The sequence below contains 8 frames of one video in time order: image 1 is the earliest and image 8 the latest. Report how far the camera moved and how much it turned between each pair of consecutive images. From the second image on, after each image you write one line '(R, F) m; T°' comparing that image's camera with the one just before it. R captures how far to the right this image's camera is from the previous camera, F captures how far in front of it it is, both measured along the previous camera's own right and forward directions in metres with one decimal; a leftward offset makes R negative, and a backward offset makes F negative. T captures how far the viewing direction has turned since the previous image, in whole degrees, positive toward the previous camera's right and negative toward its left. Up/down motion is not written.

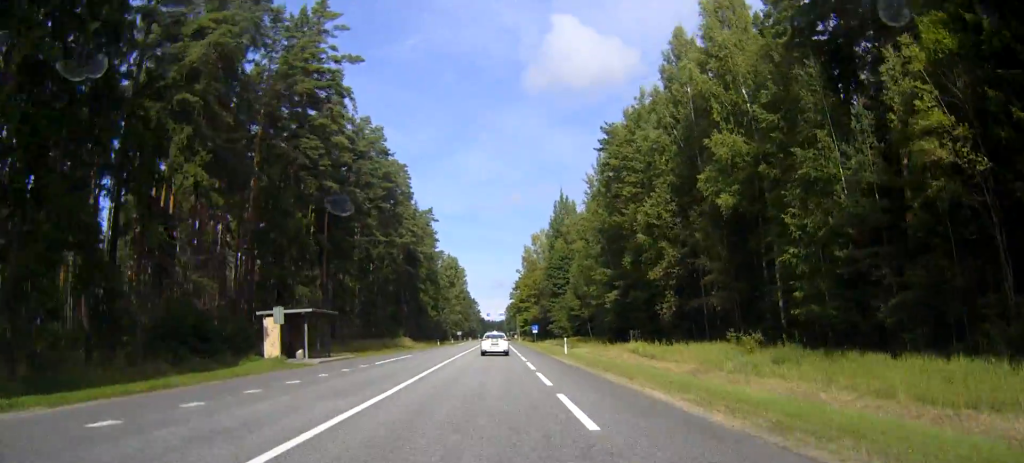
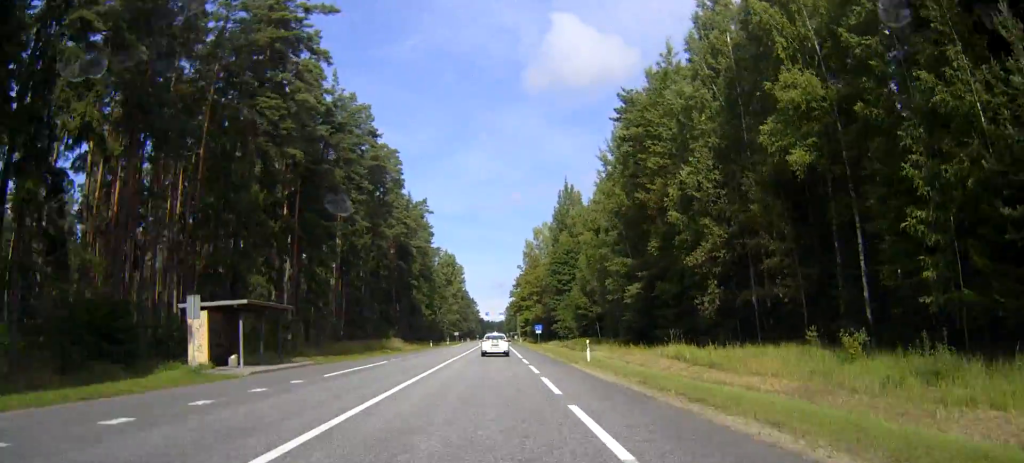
(-1.0, +9.8) m; -2°
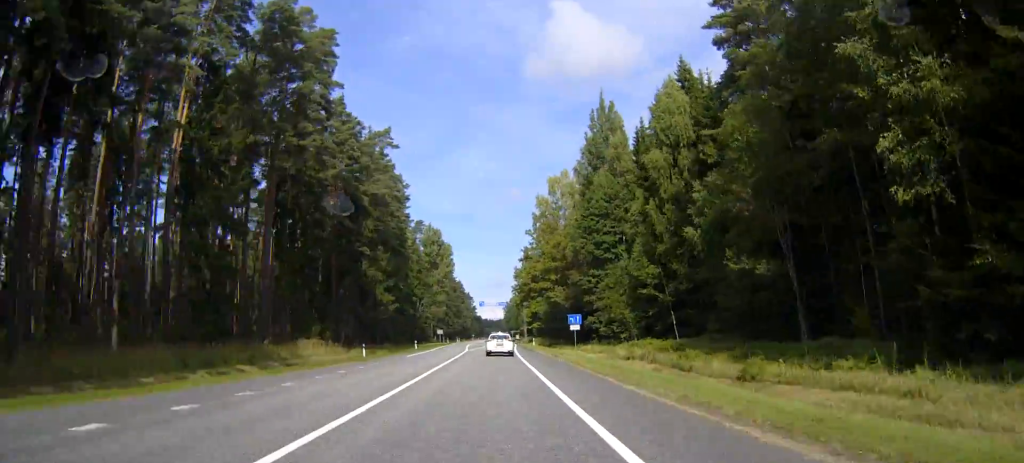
(-1.1, +41.2) m; -2°
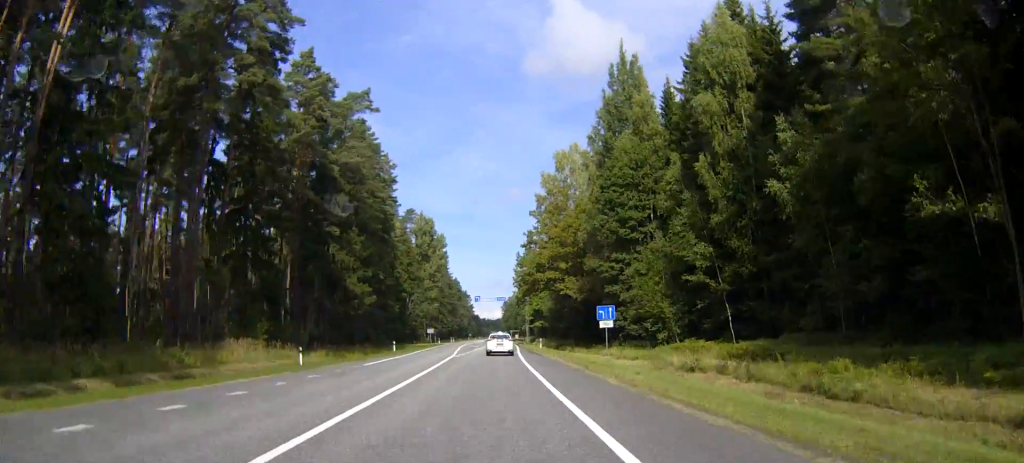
(-0.1, +12.6) m; 0°
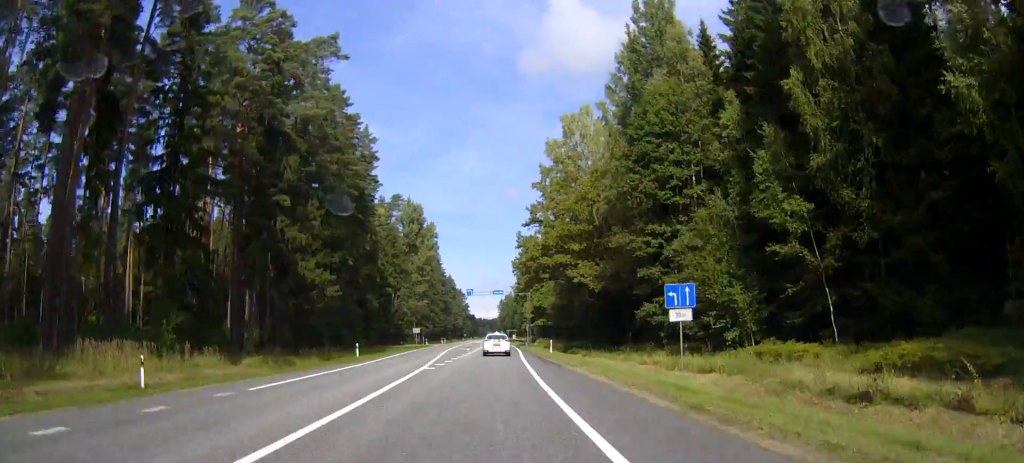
(-0.1, +12.6) m; 0°
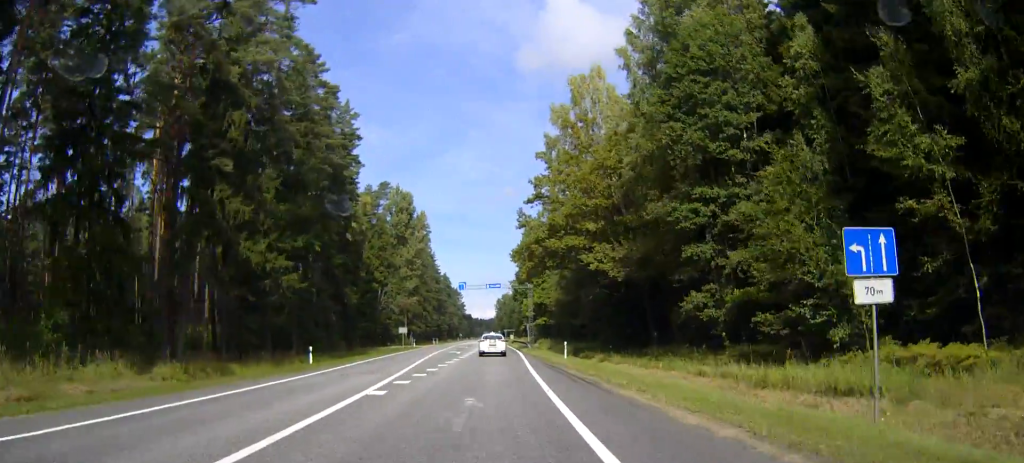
(+0.1, +10.1) m; 0°
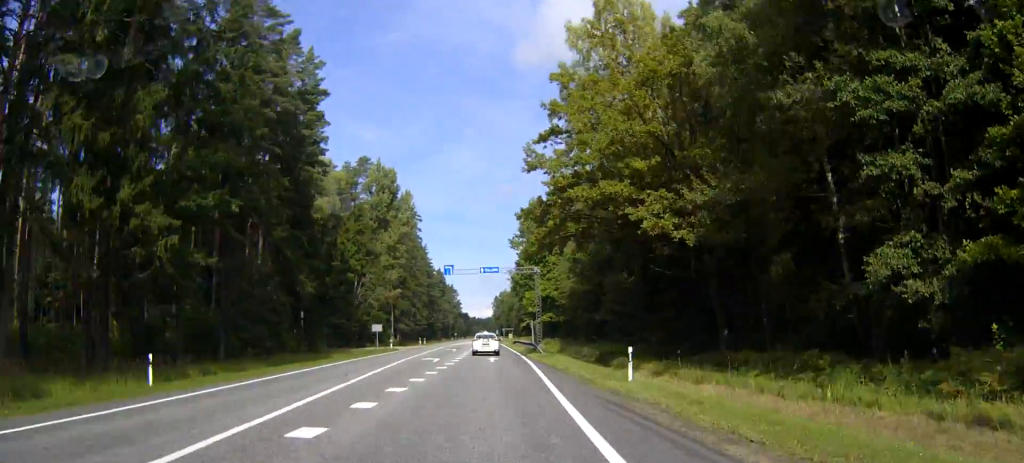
(+0.1, +16.0) m; 0°
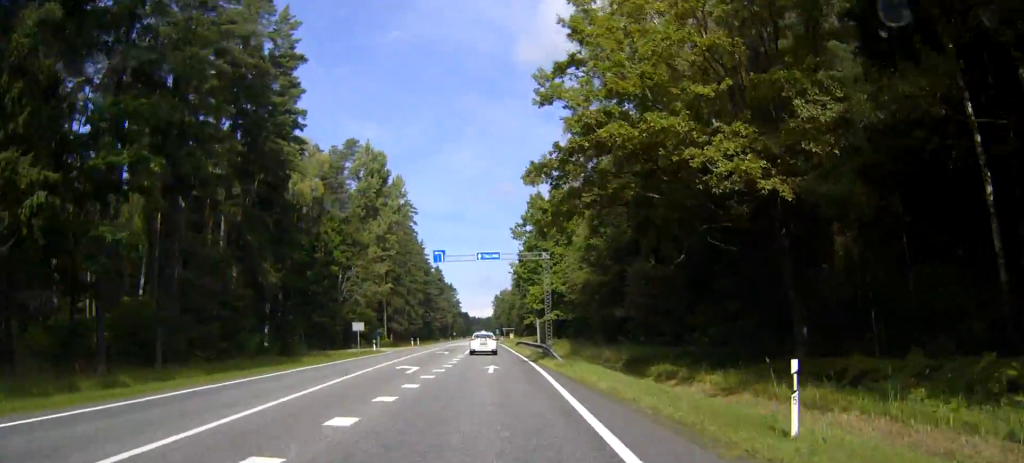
(0.0, +9.5) m; 0°
